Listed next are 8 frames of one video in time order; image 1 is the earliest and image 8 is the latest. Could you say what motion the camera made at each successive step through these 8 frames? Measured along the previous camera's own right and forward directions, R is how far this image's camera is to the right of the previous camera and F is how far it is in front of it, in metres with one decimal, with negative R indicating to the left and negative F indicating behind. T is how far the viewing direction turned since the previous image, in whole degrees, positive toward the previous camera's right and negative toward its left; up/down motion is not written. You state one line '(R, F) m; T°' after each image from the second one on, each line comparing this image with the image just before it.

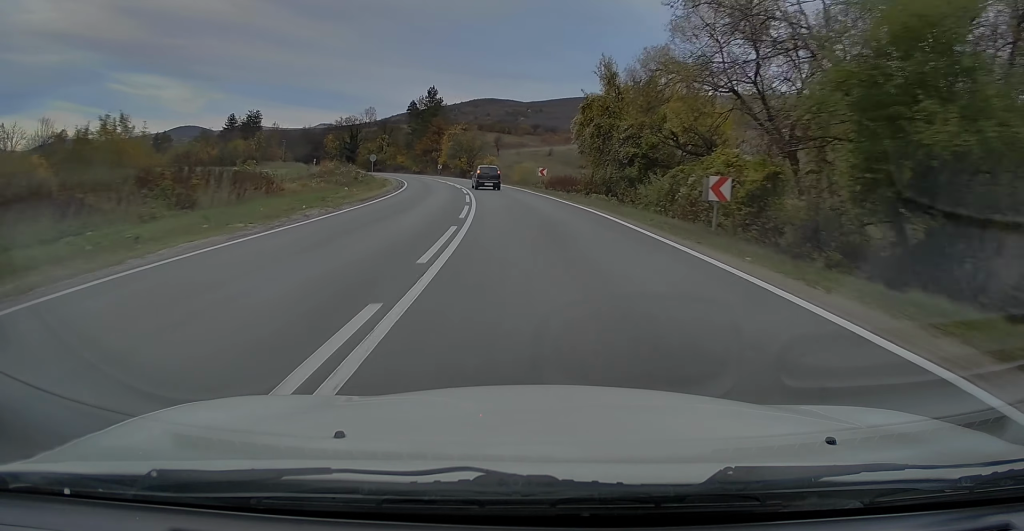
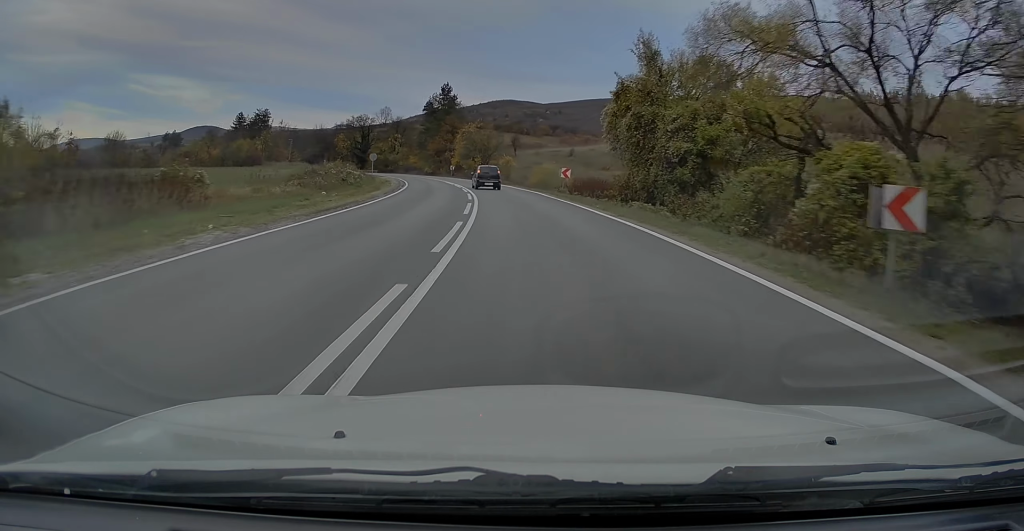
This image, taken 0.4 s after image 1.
(0.0, +7.8) m; -2°
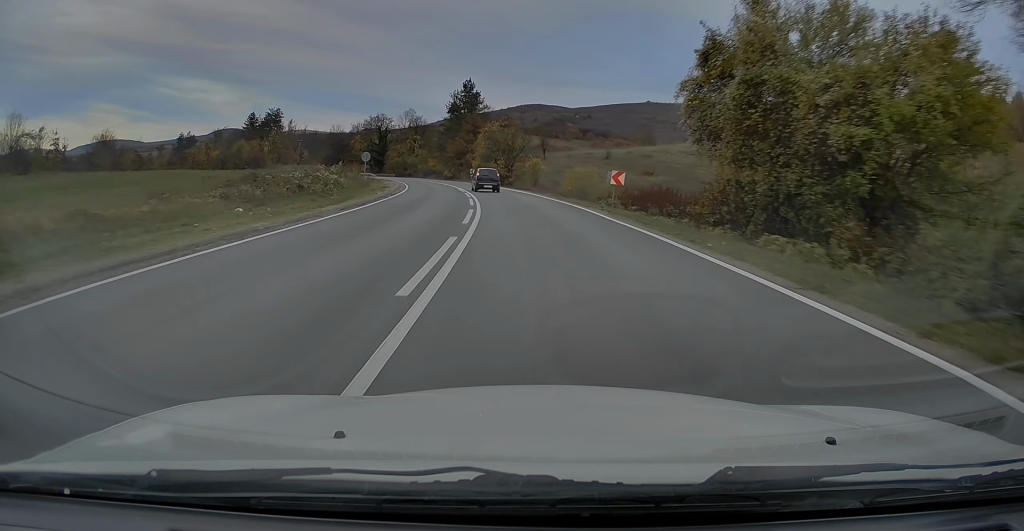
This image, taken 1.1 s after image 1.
(-0.4, +12.5) m; -3°
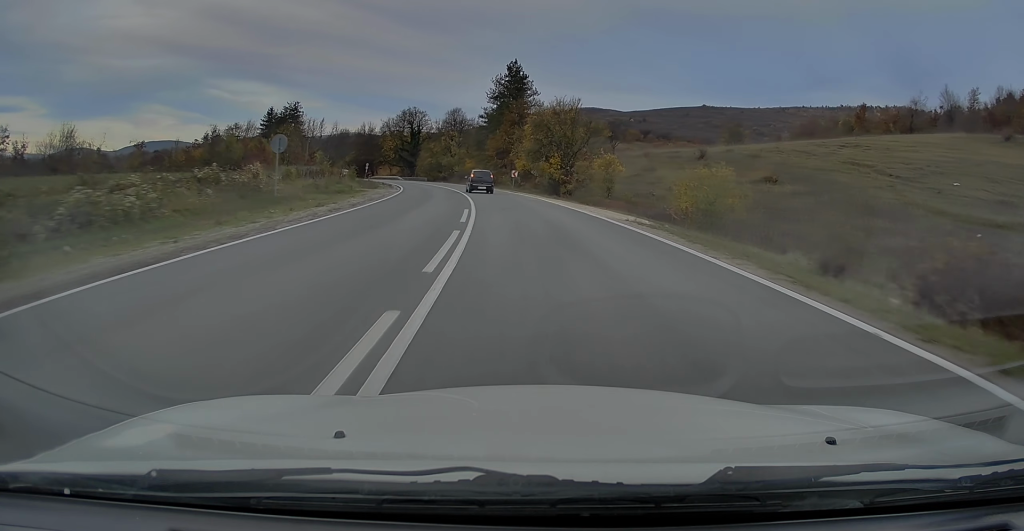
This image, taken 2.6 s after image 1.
(-1.2, +25.5) m; -5°
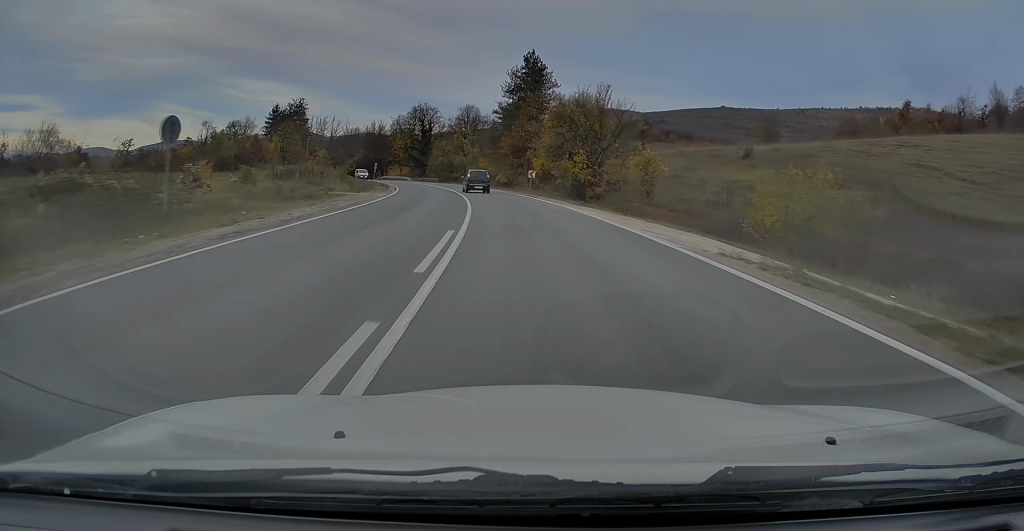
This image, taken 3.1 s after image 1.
(-0.2, +8.8) m; -1°
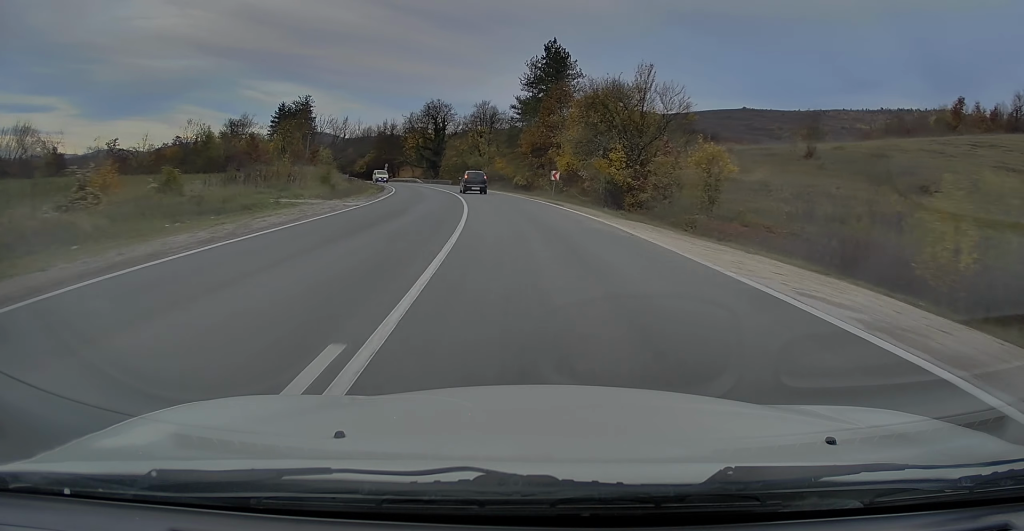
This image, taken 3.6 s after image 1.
(-0.1, +9.5) m; -1°
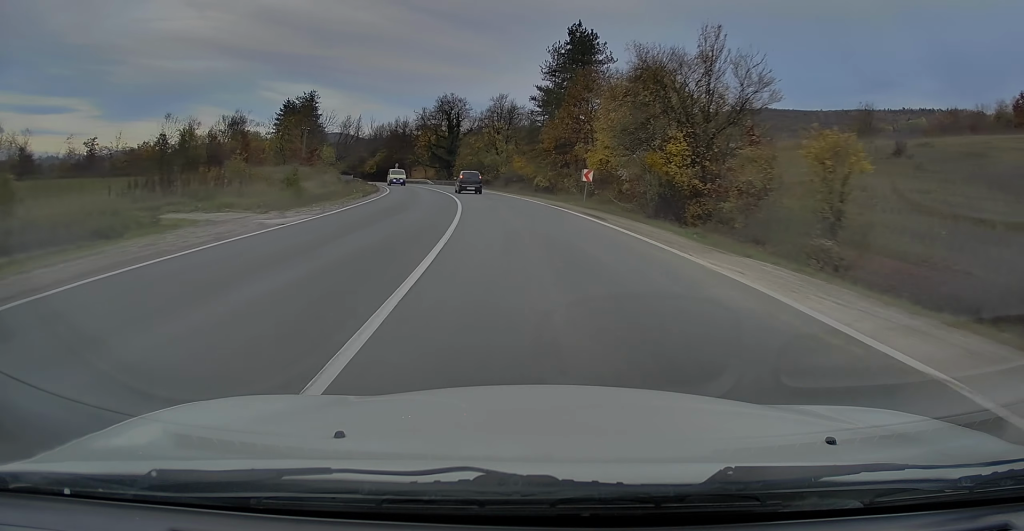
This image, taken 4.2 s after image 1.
(-0.1, +10.1) m; -2°
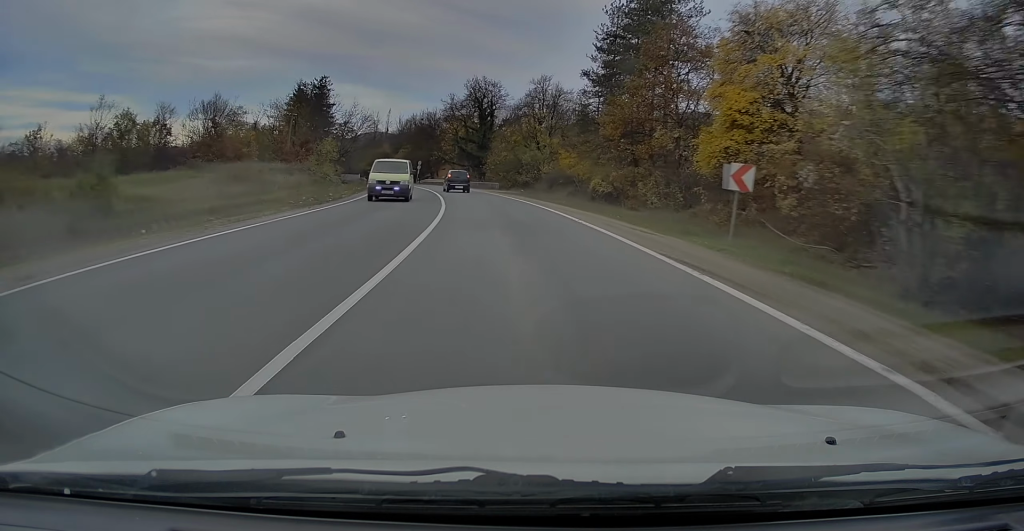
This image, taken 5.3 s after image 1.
(-0.8, +19.9) m; -4°
